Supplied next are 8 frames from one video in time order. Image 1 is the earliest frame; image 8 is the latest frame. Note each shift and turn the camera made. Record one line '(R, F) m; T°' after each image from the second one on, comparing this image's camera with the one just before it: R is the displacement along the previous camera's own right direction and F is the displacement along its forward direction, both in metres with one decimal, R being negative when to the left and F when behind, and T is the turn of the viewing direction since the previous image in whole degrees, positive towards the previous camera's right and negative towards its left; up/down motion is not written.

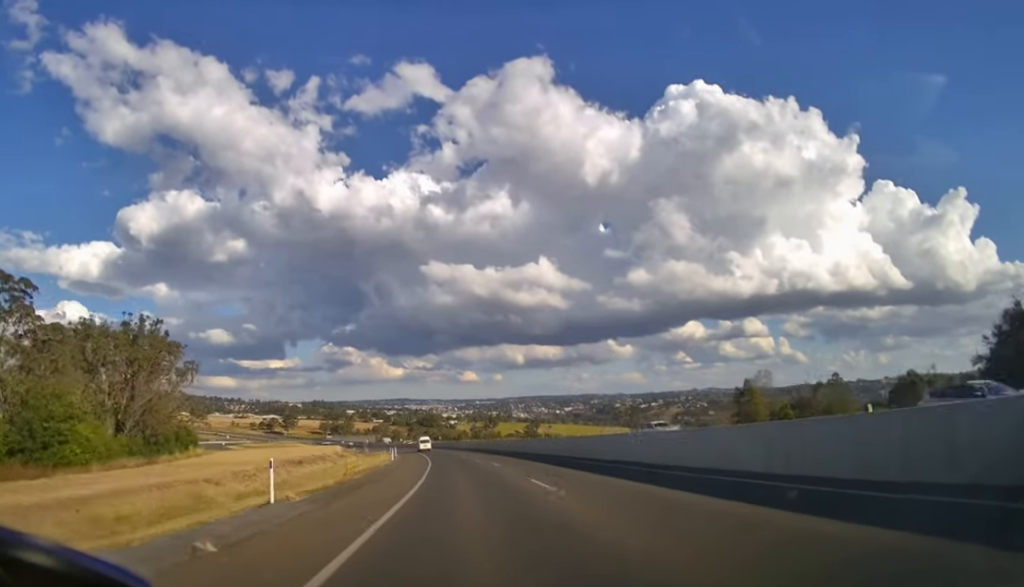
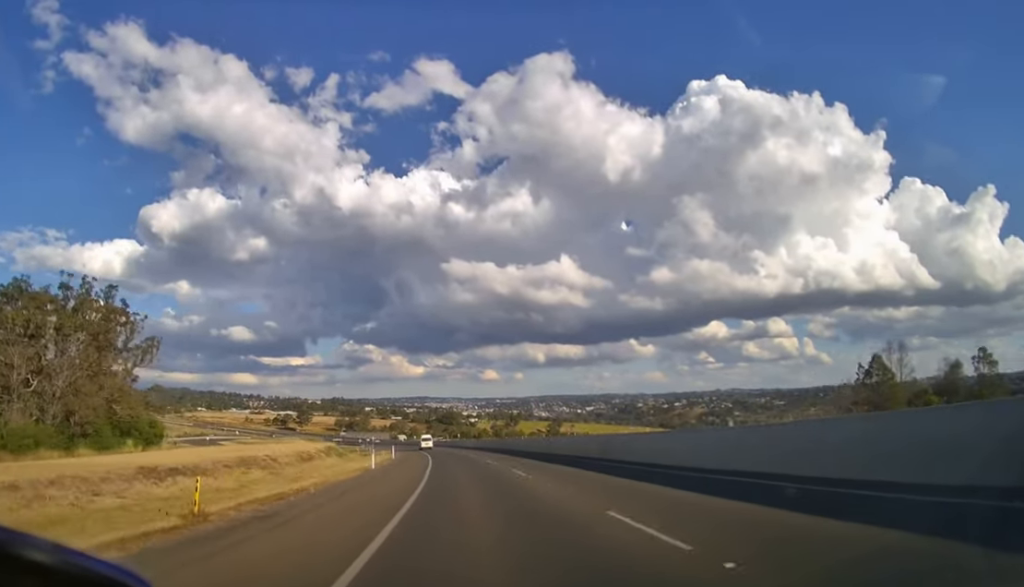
(-0.2, +16.9) m; -1°
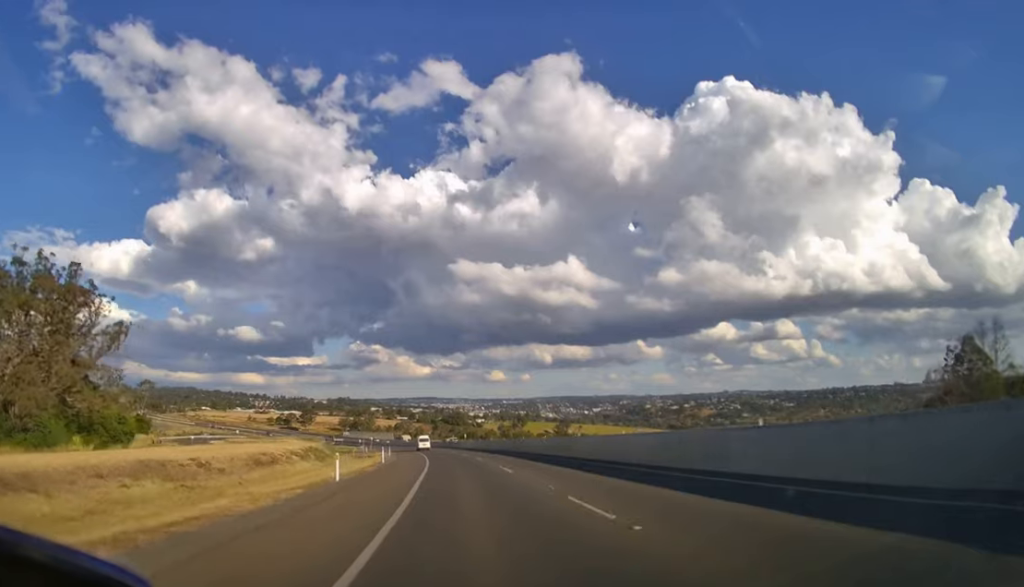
(0.0, +8.3) m; -1°
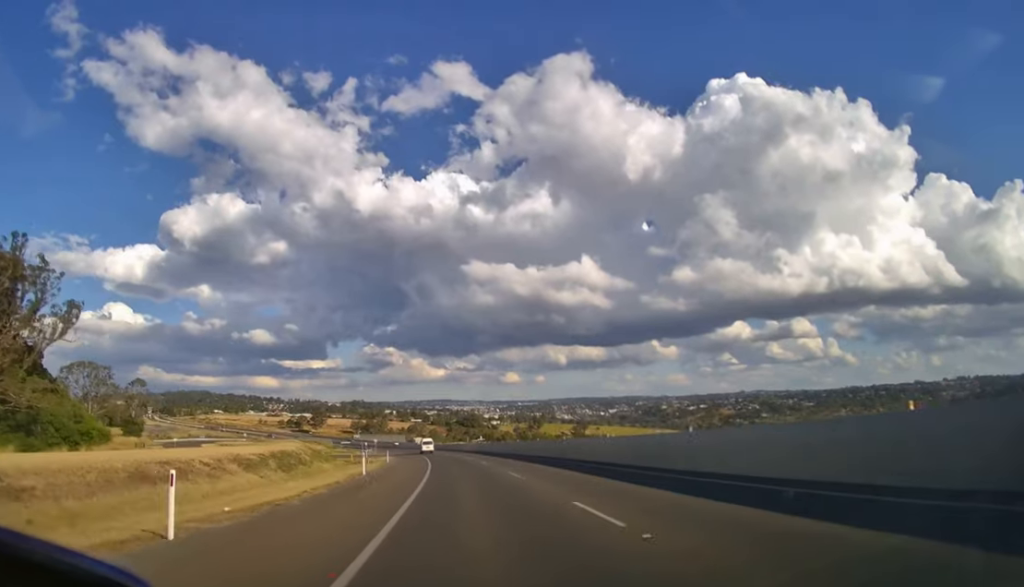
(-0.1, +11.4) m; -1°
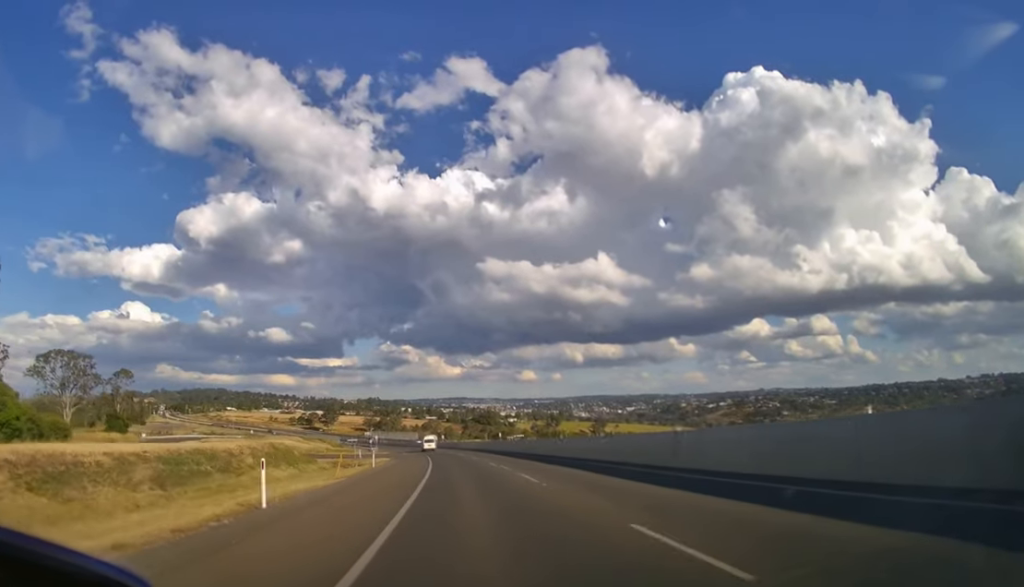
(-0.2, +13.7) m; -2°
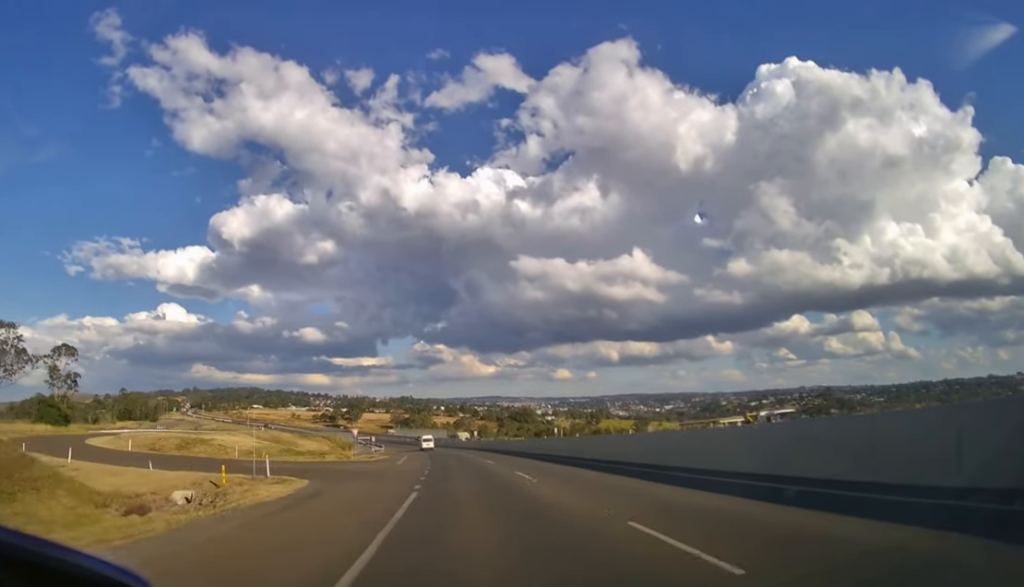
(-1.1, +34.3) m; -4°
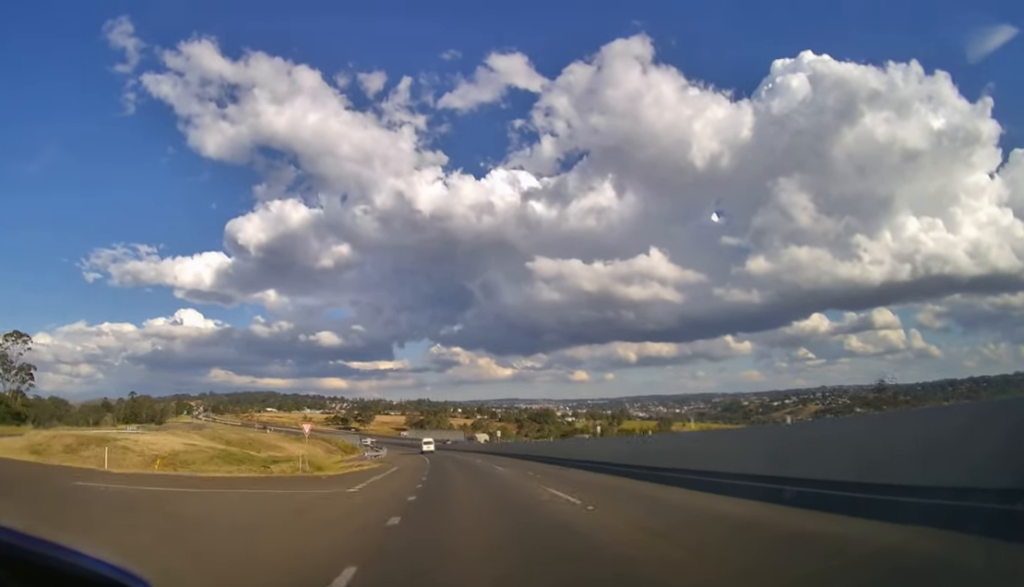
(-0.3, +17.9) m; -2°
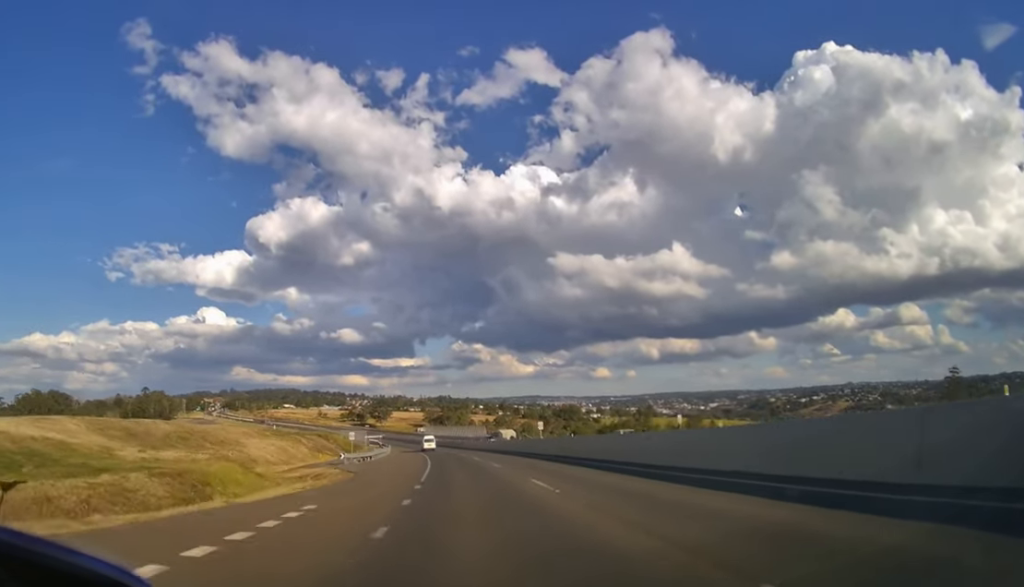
(-0.4, +21.5) m; -2°
